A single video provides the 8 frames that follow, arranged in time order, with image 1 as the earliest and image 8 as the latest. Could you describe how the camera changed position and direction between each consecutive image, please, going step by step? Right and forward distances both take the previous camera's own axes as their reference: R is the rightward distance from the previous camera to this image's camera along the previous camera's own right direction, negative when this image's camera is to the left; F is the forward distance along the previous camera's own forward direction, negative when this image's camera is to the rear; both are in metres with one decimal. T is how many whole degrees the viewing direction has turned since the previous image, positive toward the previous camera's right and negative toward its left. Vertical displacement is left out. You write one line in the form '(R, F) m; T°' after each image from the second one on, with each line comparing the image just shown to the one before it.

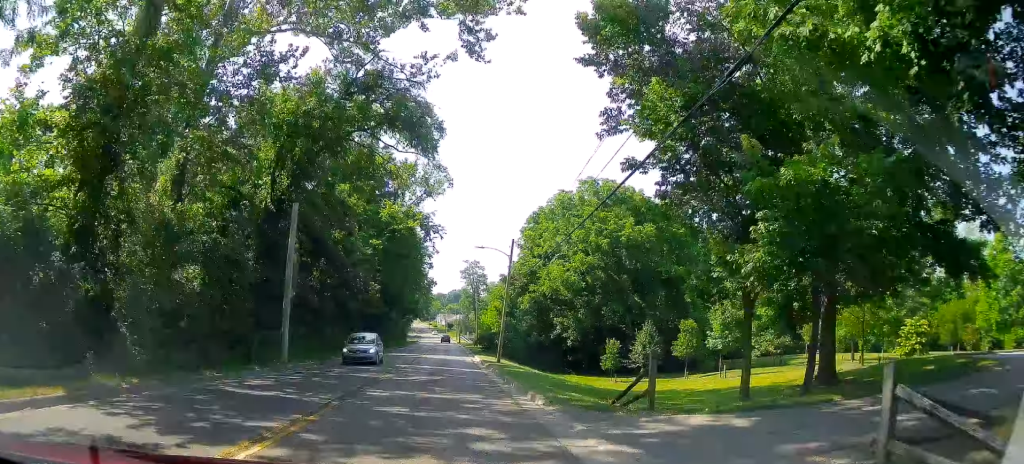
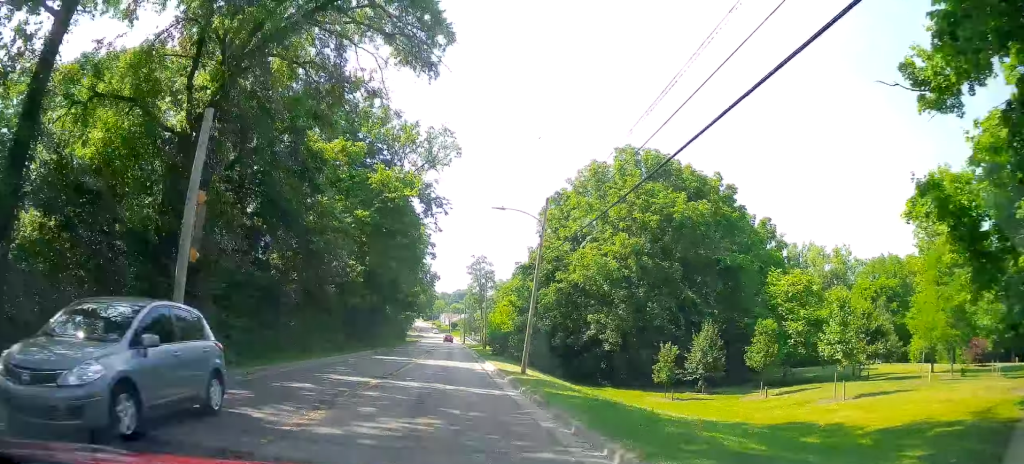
(+0.1, +11.0) m; 0°
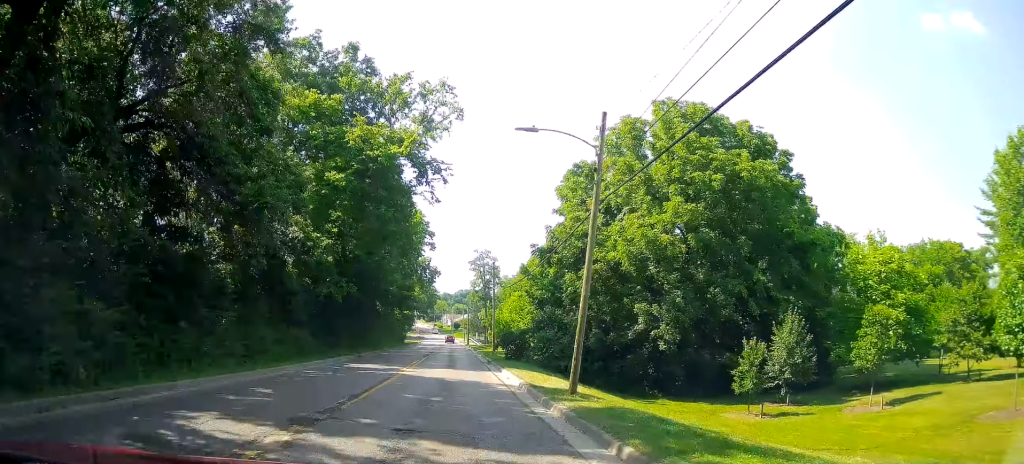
(+0.1, +9.6) m; 0°
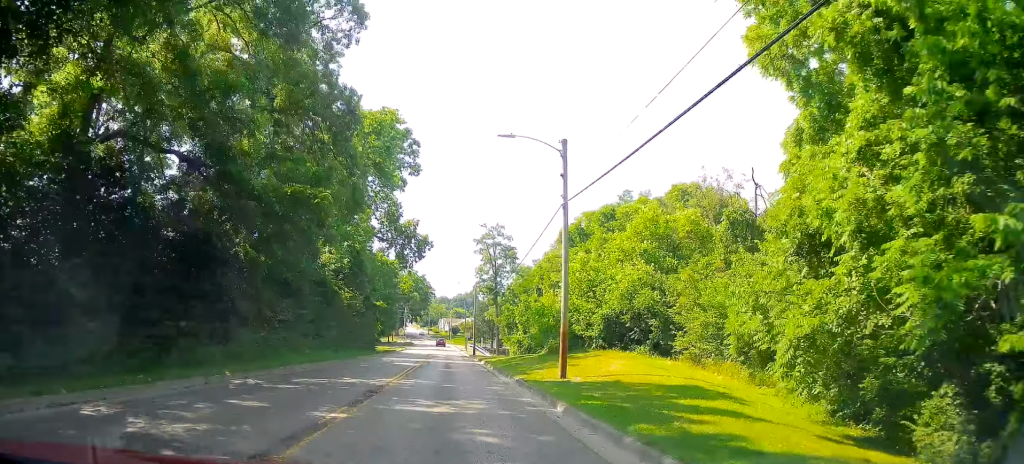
(-0.6, +35.4) m; -3°
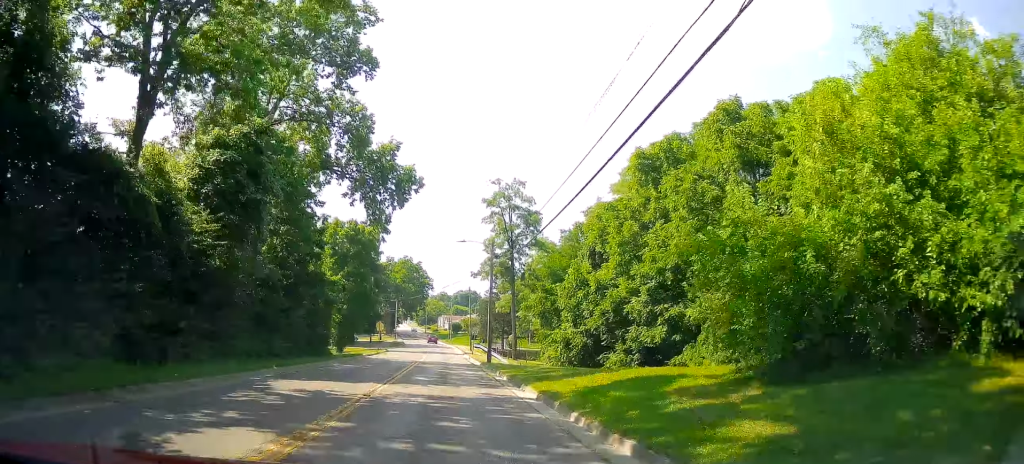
(-0.2, +26.4) m; +2°
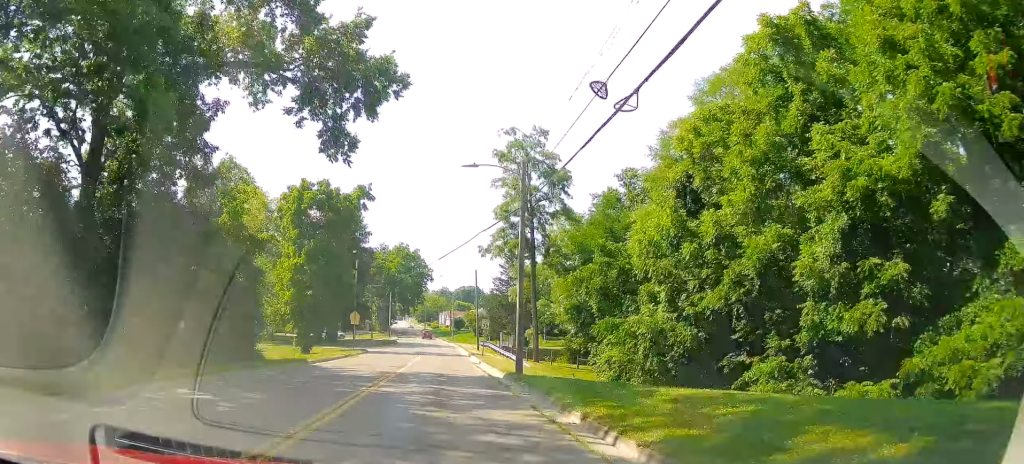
(+0.7, +17.9) m; +1°
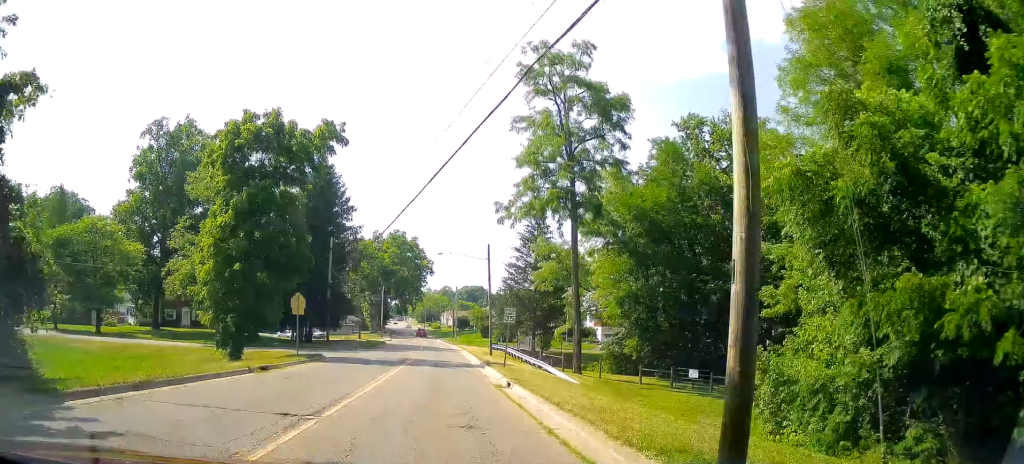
(-0.2, +19.5) m; -1°
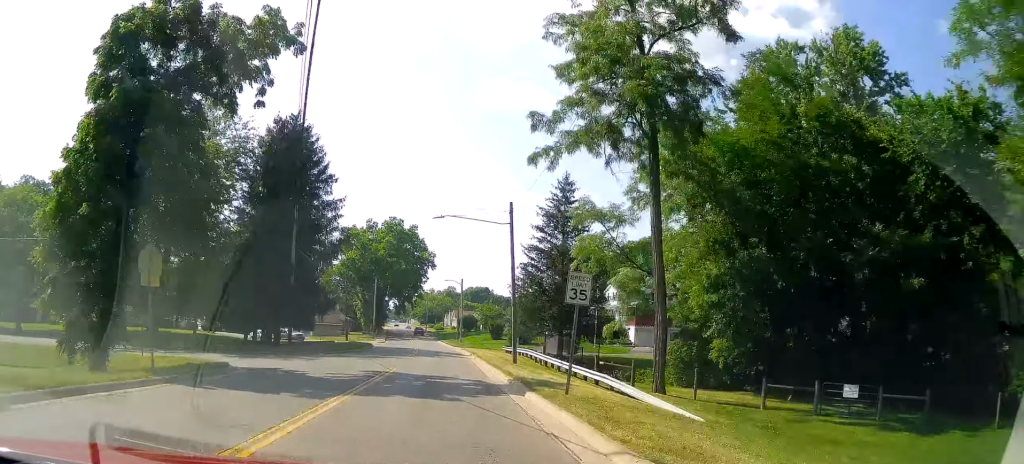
(-0.1, +17.2) m; +1°
